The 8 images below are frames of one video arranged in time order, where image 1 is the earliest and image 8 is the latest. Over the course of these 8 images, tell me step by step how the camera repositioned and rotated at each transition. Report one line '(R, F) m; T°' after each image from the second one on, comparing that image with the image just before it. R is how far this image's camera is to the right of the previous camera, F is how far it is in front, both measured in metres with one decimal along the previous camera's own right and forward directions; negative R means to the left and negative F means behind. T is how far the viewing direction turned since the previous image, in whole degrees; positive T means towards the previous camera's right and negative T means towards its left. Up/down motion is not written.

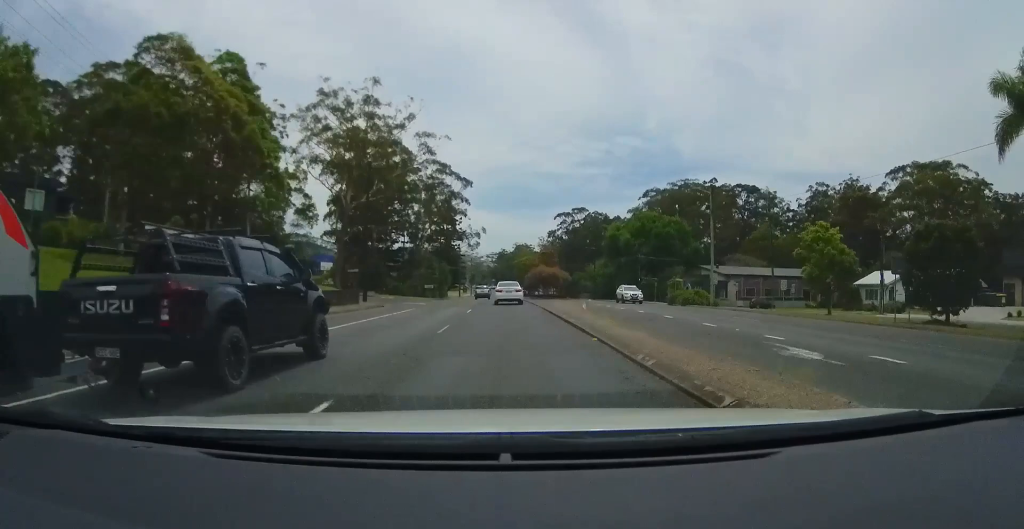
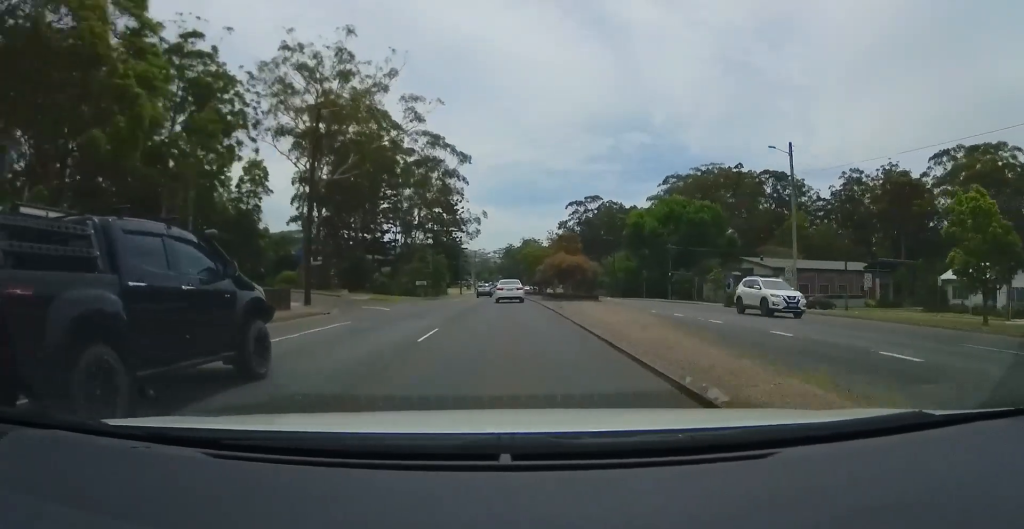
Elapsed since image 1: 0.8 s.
(0.0, +14.1) m; -1°
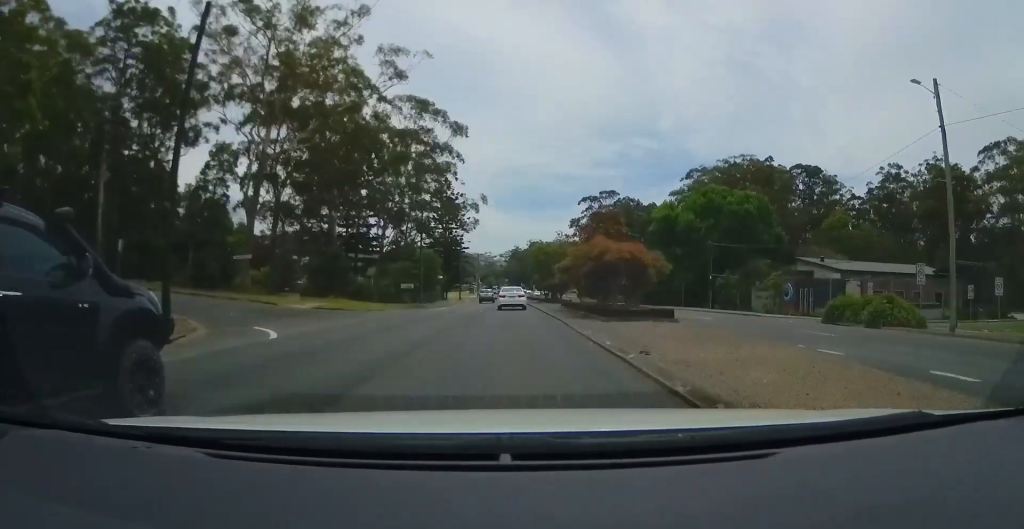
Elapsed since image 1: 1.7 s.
(-0.2, +14.1) m; -1°
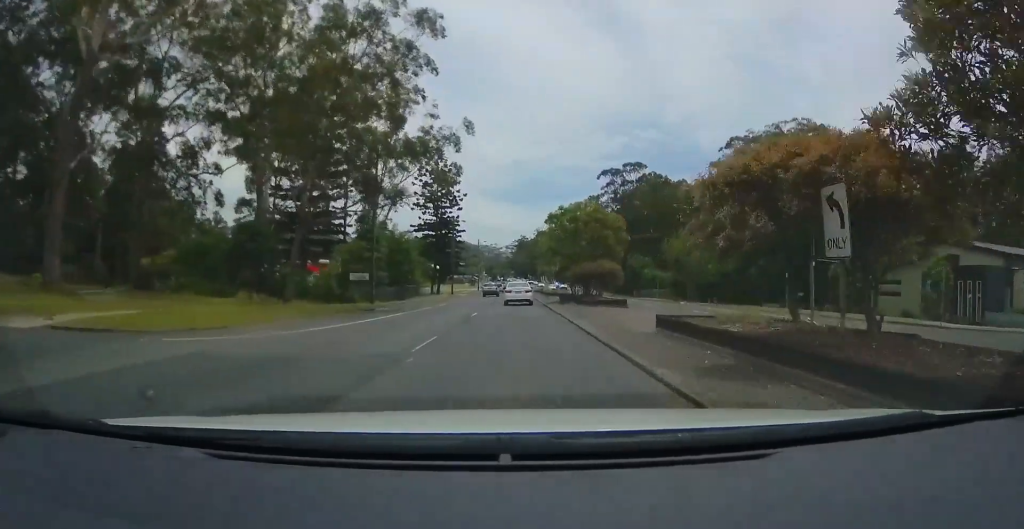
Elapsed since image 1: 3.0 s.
(+0.3, +21.8) m; 0°
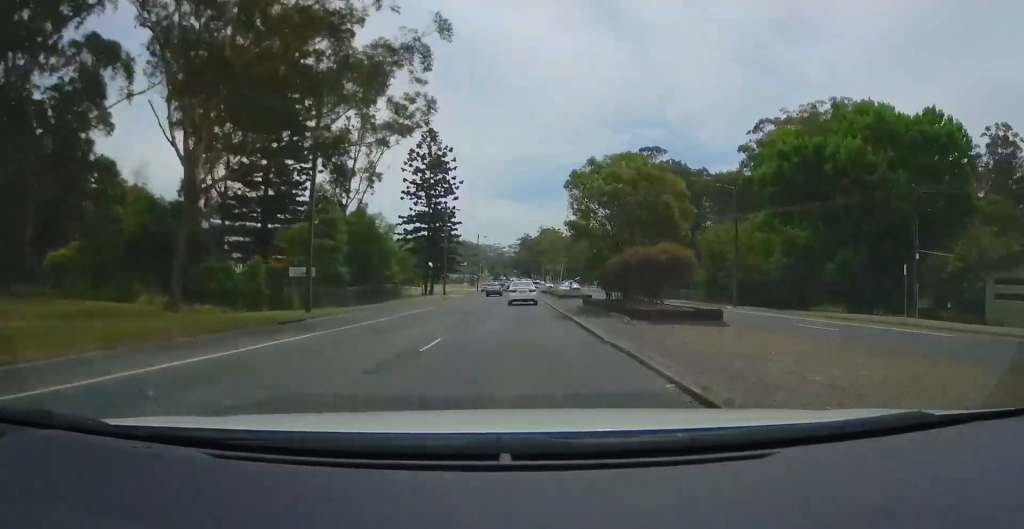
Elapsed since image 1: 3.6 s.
(-0.1, +11.8) m; -2°
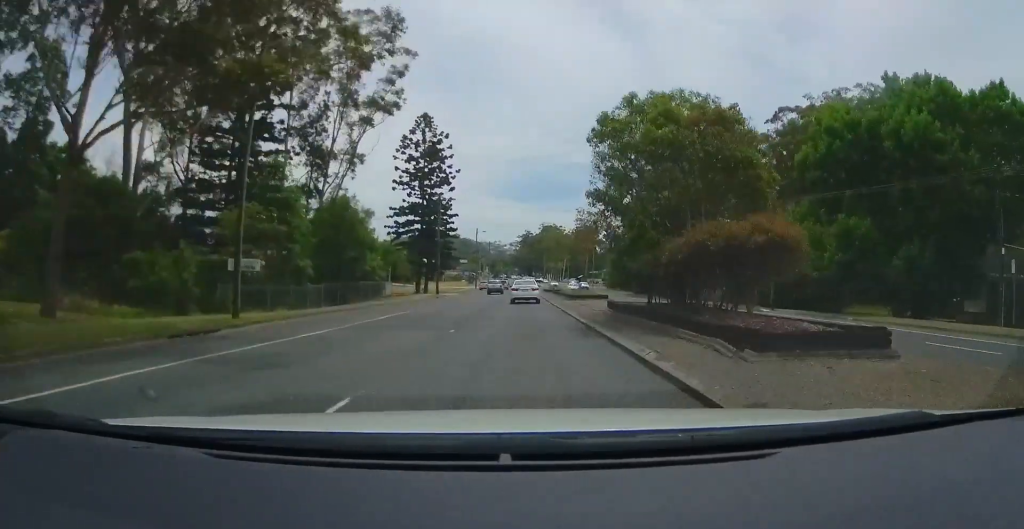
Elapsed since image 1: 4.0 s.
(-0.3, +7.1) m; -1°
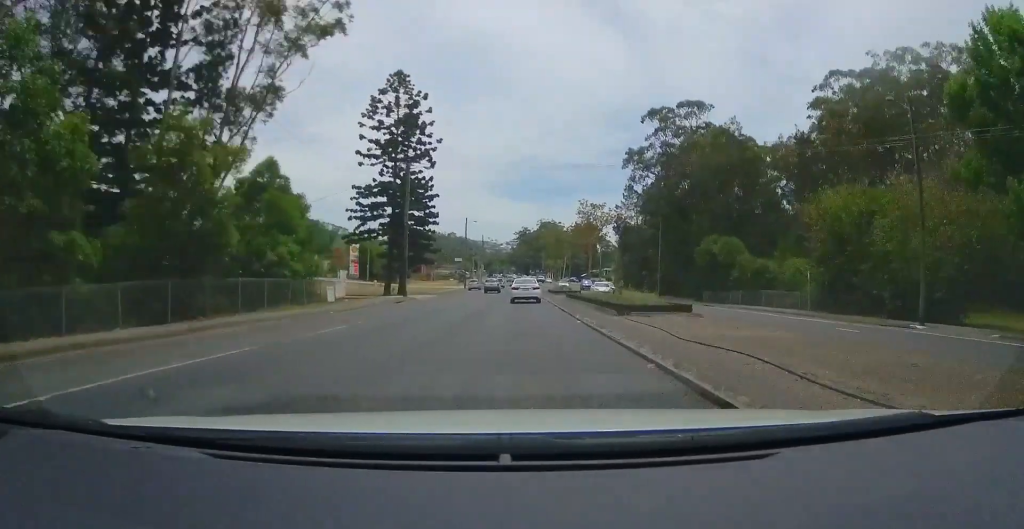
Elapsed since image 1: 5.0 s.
(-0.2, +17.2) m; 0°
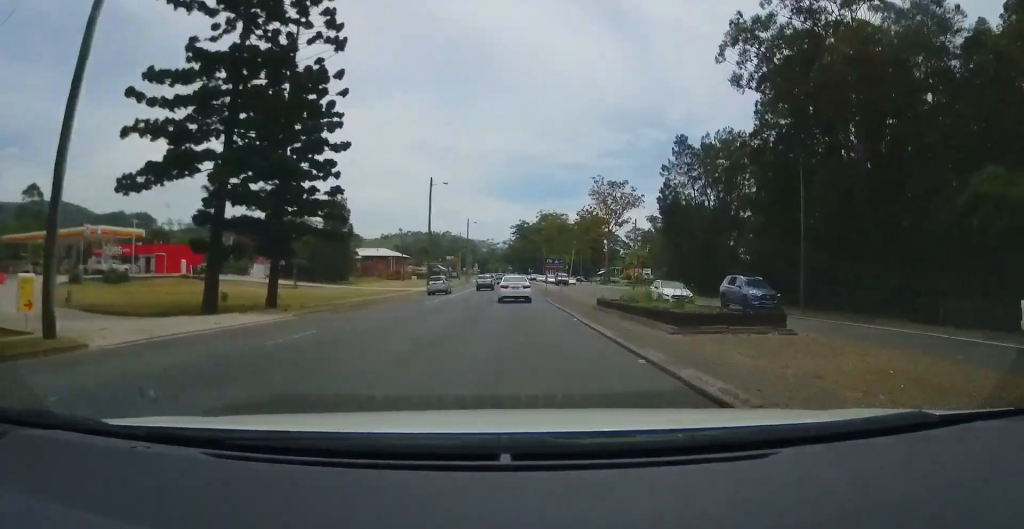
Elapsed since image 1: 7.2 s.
(+0.8, +39.2) m; +2°
